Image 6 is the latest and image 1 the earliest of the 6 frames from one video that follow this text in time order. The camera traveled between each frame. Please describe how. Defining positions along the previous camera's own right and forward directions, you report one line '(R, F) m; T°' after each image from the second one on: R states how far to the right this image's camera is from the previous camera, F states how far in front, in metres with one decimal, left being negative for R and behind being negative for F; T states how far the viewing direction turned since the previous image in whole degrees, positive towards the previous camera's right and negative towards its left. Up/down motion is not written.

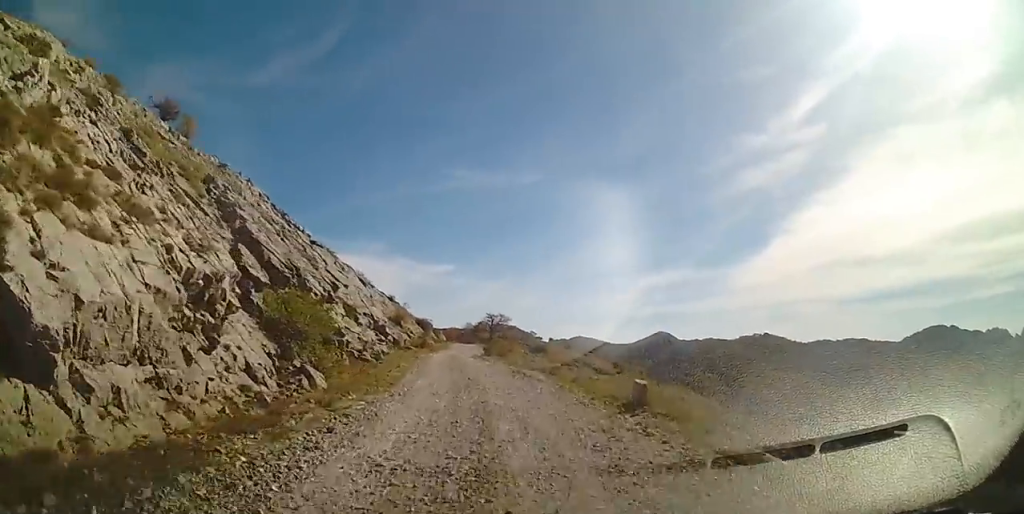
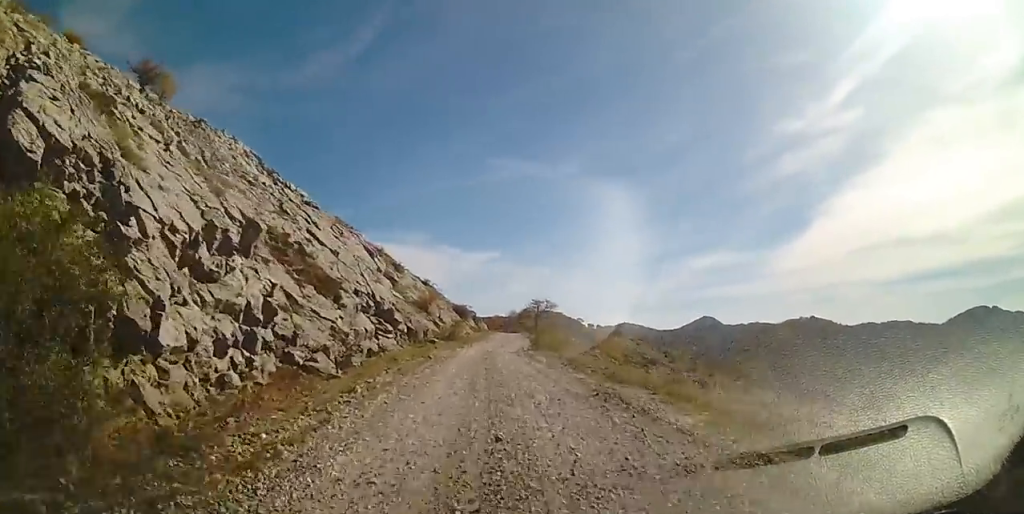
(-0.6, +10.7) m; -4°
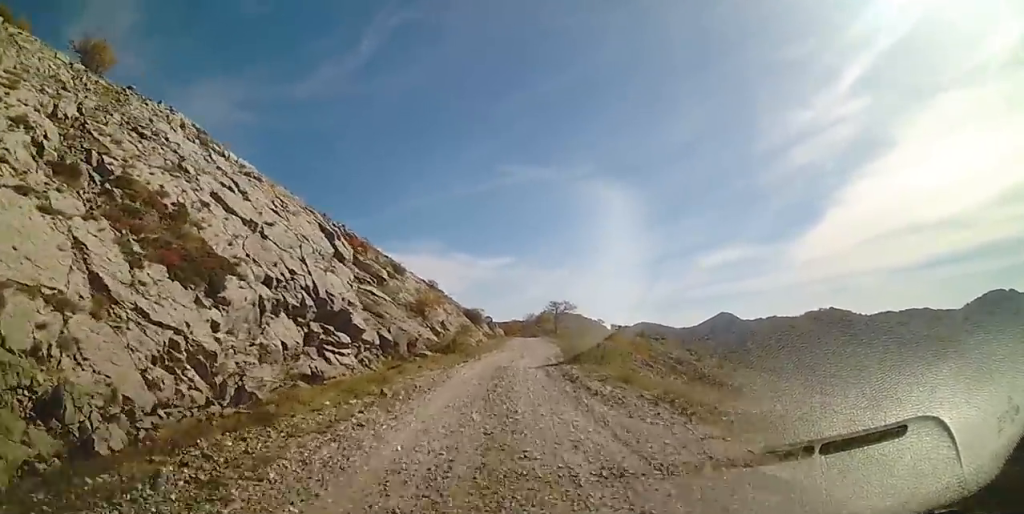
(-0.2, +9.5) m; -4°
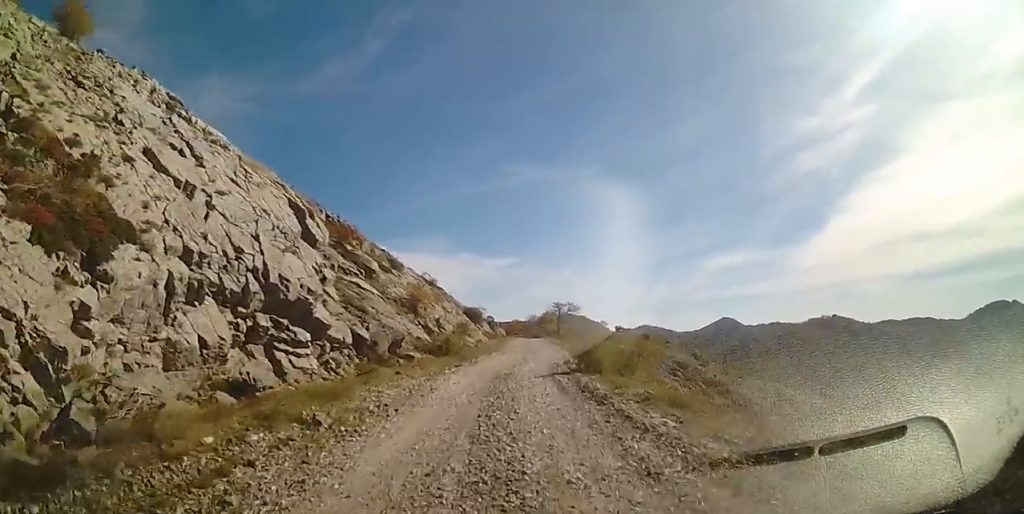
(-0.3, +3.7) m; 0°
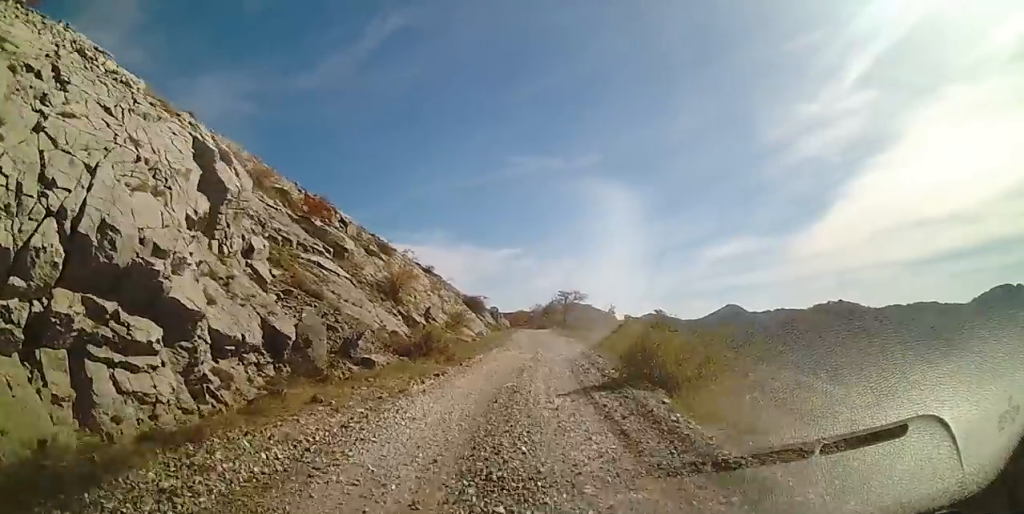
(+0.1, +6.3) m; +2°
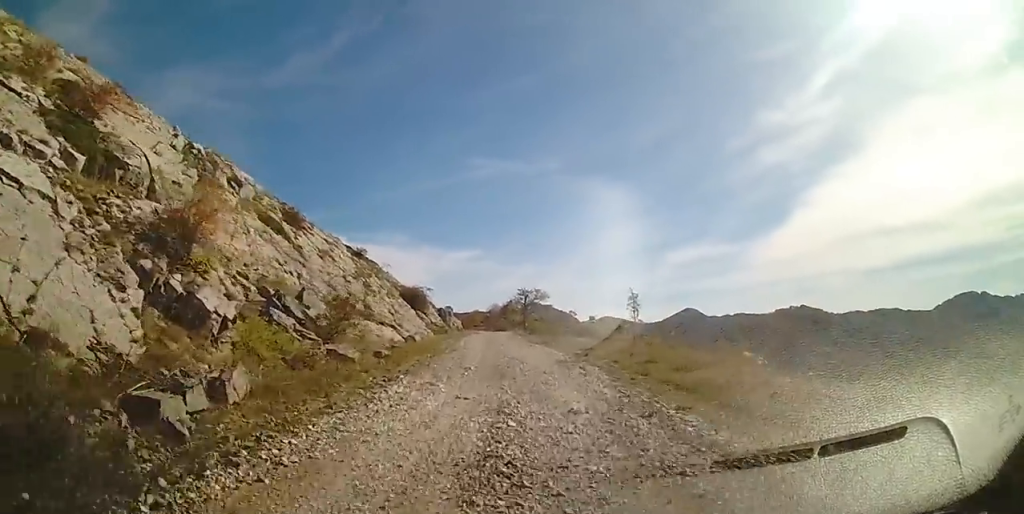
(+0.5, +14.7) m; +2°
